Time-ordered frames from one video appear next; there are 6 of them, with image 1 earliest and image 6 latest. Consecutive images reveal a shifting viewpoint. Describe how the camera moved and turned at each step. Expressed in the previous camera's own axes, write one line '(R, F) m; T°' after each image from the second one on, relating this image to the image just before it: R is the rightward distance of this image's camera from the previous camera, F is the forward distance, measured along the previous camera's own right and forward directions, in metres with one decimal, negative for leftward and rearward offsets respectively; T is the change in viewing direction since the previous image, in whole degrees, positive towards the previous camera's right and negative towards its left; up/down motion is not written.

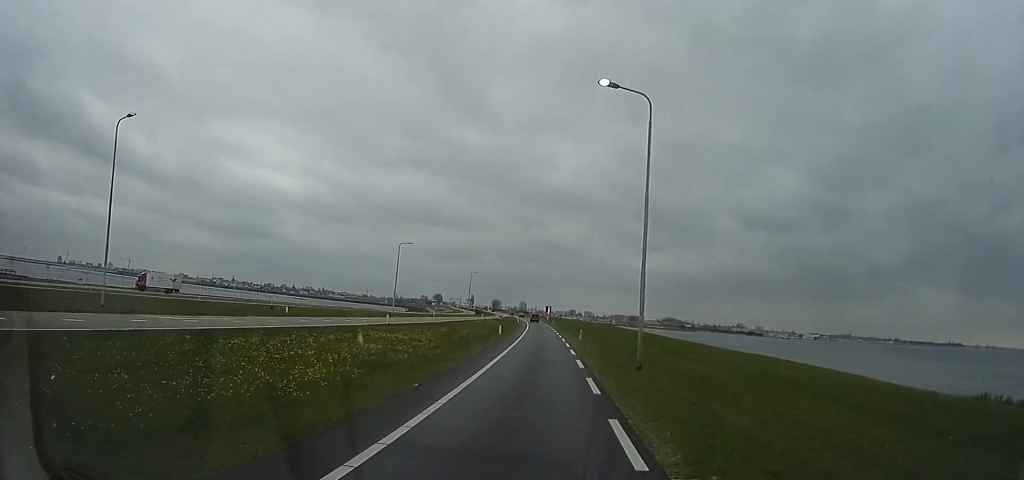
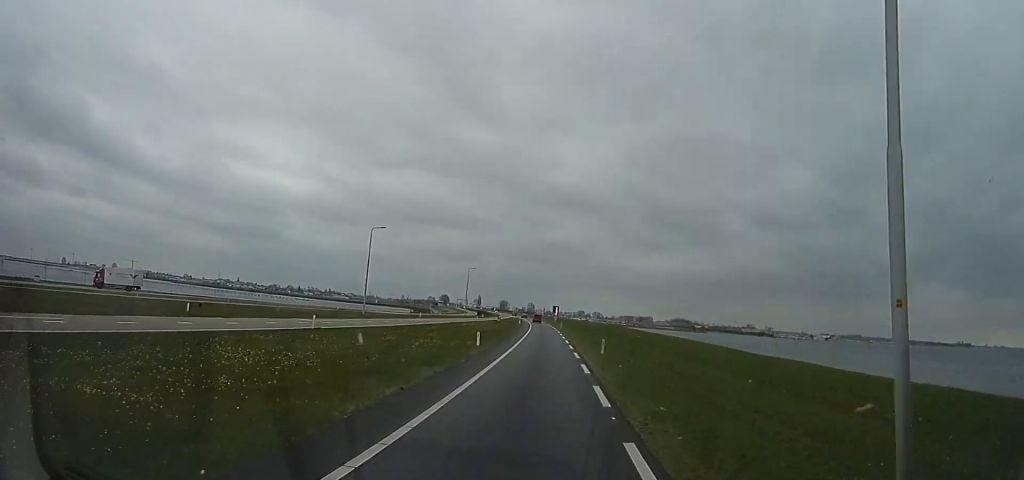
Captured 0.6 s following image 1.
(+0.2, +14.0) m; +1°
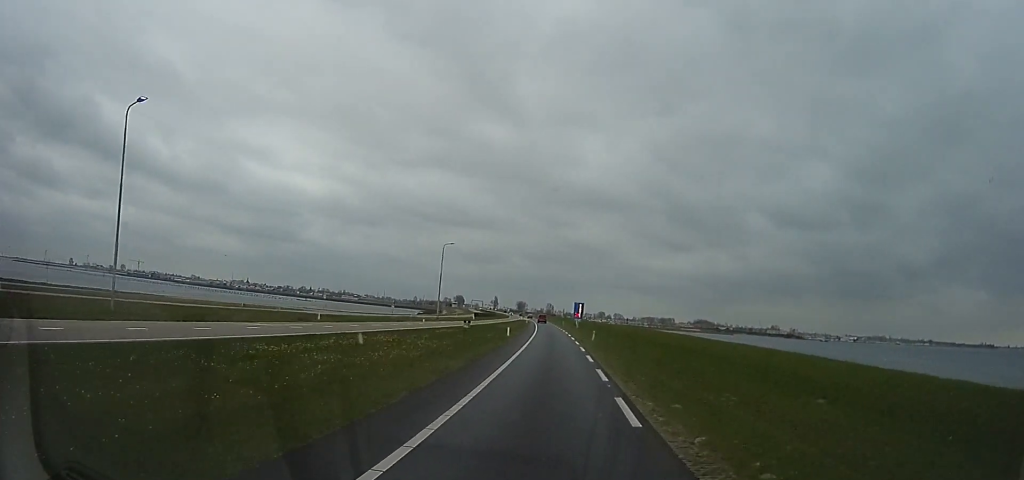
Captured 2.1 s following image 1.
(+0.2, +38.3) m; -1°
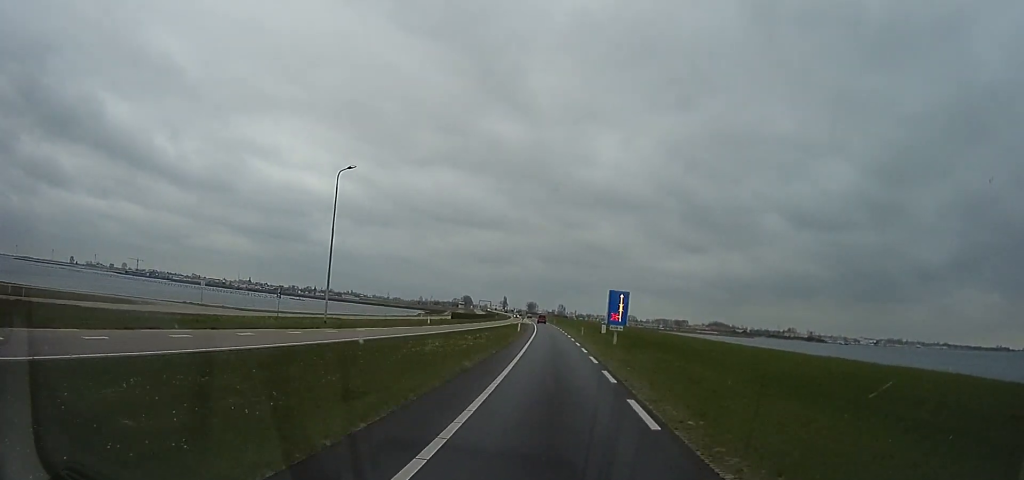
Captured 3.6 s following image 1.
(-1.5, +36.5) m; -4°
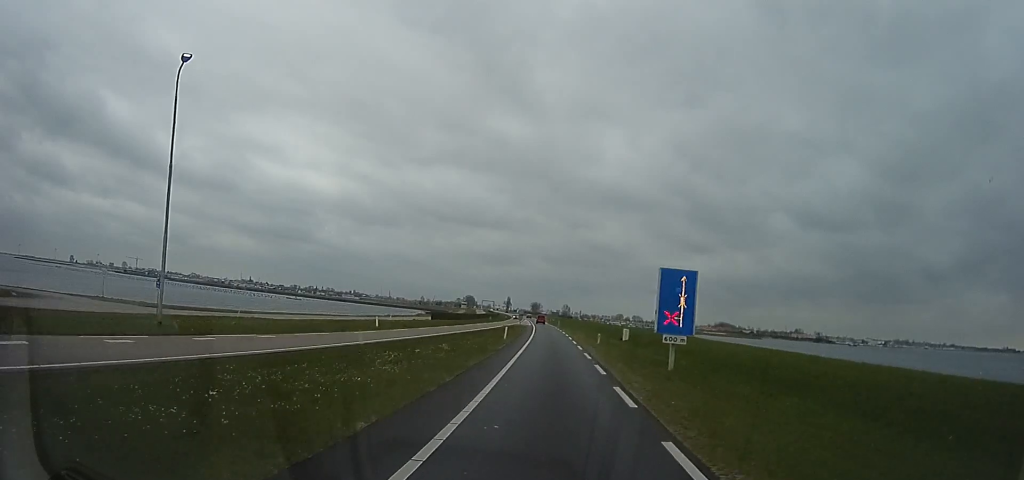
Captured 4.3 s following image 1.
(0.0, +16.0) m; 0°
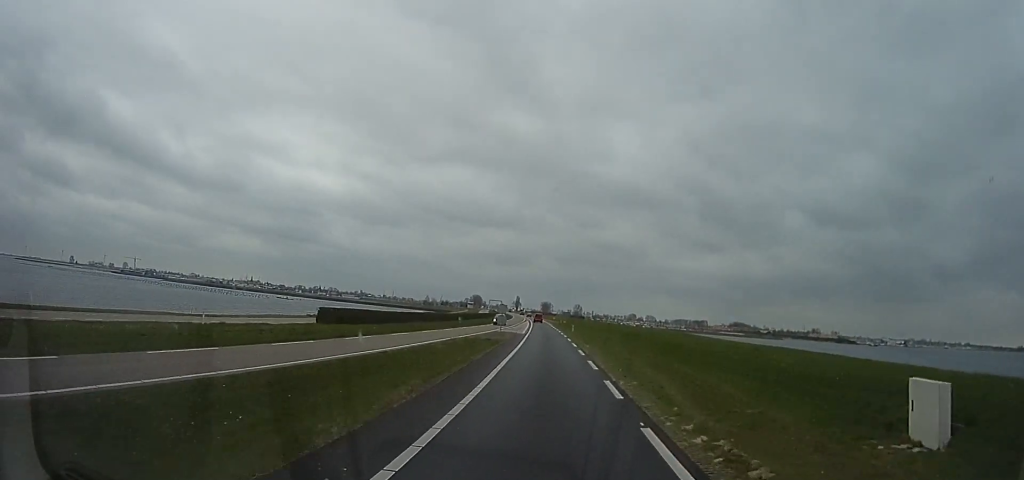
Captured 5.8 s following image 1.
(+0.1, +35.4) m; +2°
